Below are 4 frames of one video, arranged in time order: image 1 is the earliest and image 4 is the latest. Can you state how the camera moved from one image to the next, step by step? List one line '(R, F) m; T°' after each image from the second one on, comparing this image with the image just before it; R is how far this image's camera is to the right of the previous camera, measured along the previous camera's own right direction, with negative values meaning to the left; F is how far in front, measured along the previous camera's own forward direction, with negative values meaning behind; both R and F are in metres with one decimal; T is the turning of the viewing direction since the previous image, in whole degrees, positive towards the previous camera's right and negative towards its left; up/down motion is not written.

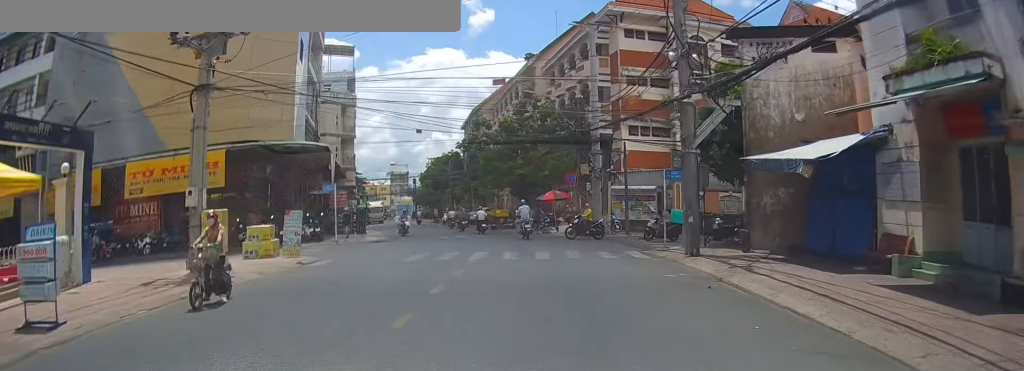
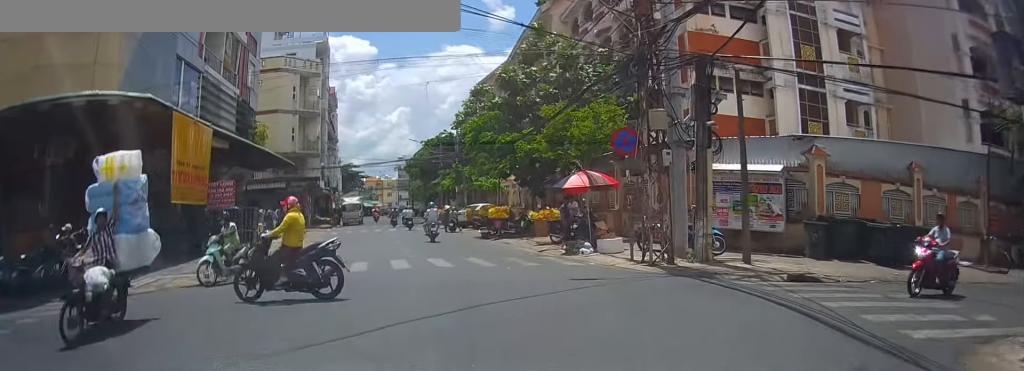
(+0.7, +20.2) m; +1°
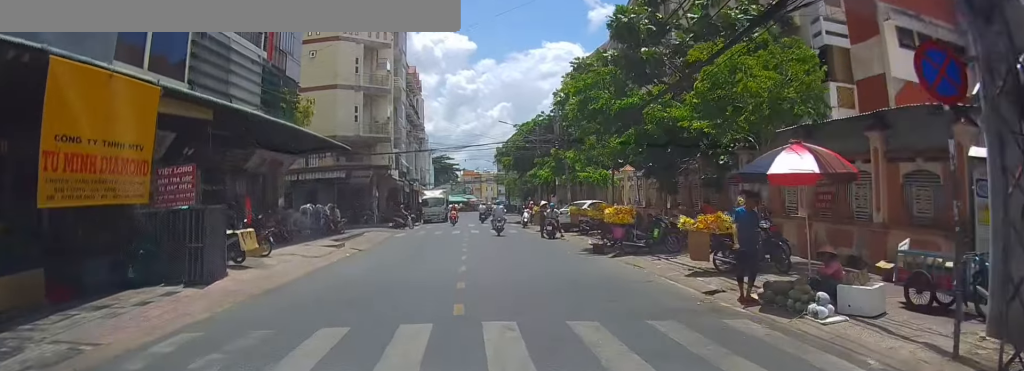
(-0.9, +13.5) m; -2°
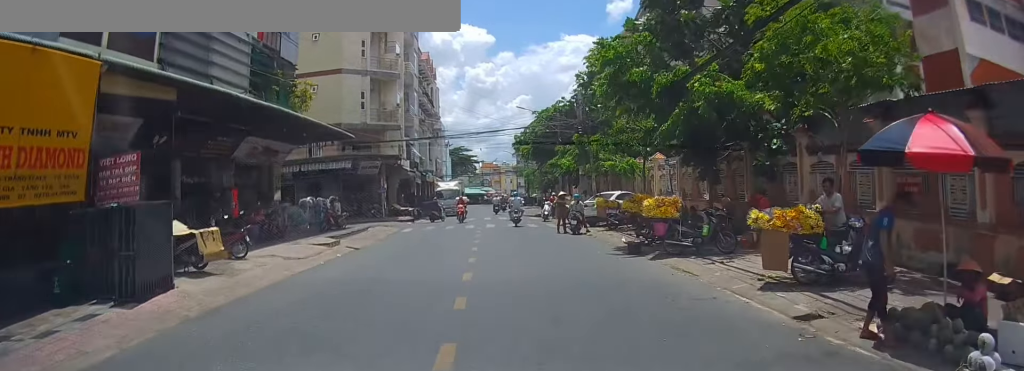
(0.0, +3.8) m; 0°
